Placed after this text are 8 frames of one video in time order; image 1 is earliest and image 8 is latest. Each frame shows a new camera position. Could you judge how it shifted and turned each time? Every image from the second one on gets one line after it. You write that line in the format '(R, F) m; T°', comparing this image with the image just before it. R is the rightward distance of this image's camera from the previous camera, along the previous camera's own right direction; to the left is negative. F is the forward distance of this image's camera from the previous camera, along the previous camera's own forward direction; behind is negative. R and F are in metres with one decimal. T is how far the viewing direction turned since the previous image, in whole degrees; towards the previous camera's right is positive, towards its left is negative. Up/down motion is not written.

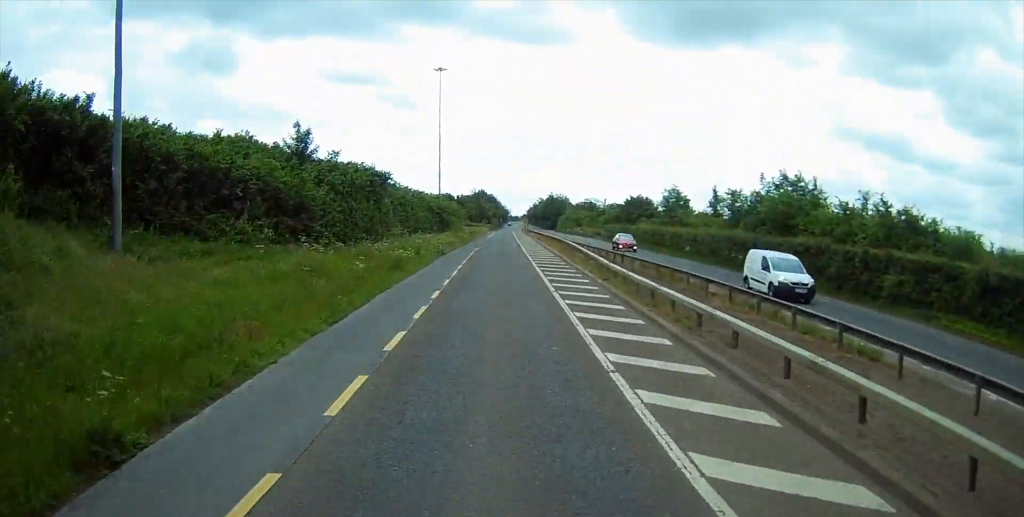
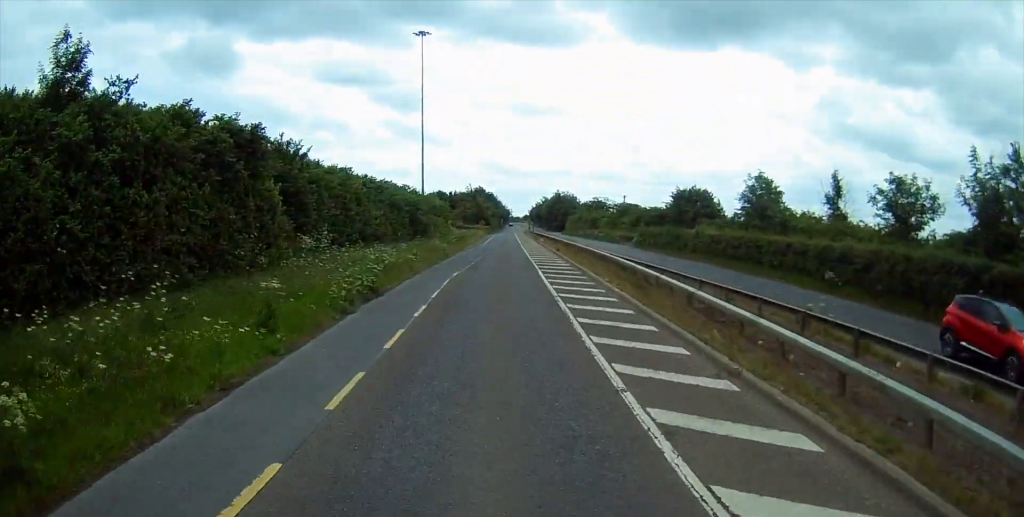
(+0.1, +25.1) m; 0°
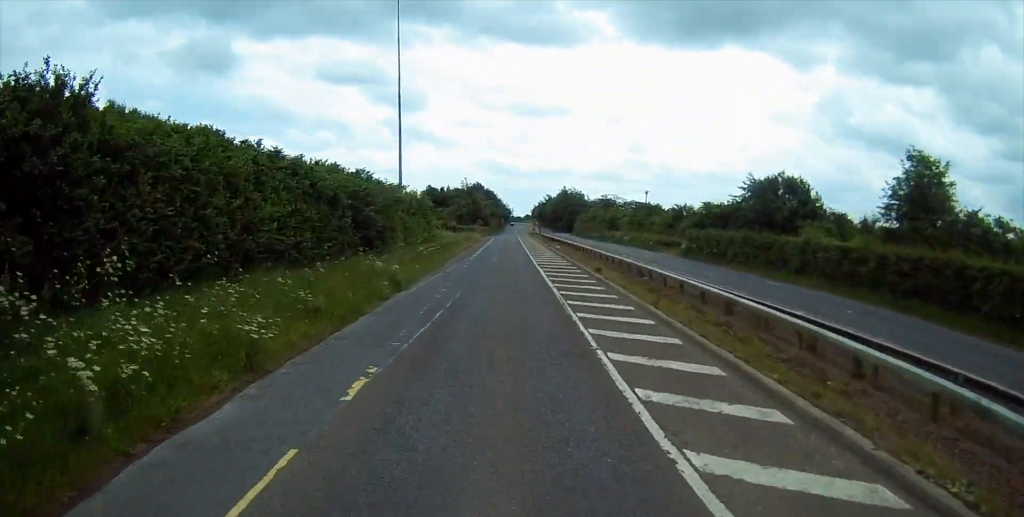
(0.0, +20.5) m; +1°
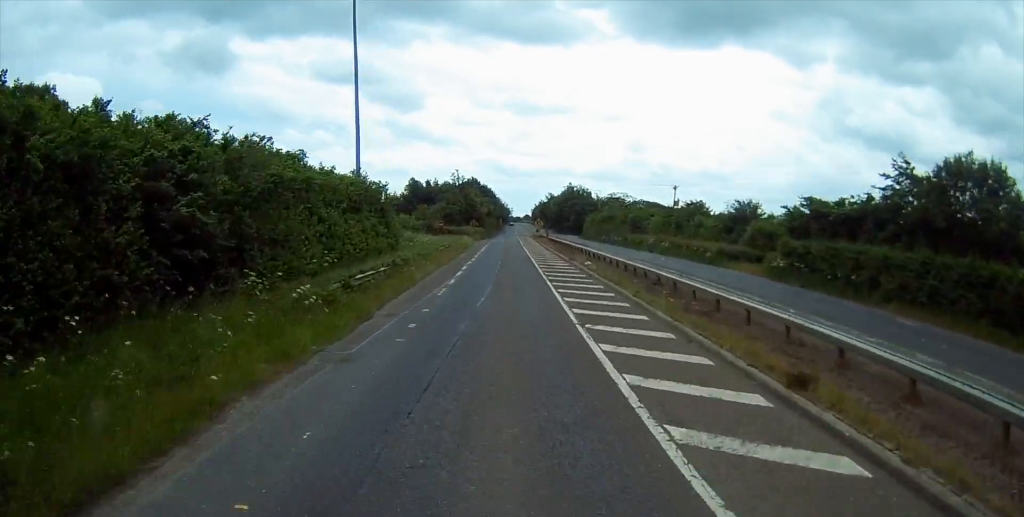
(+0.2, +20.4) m; -1°
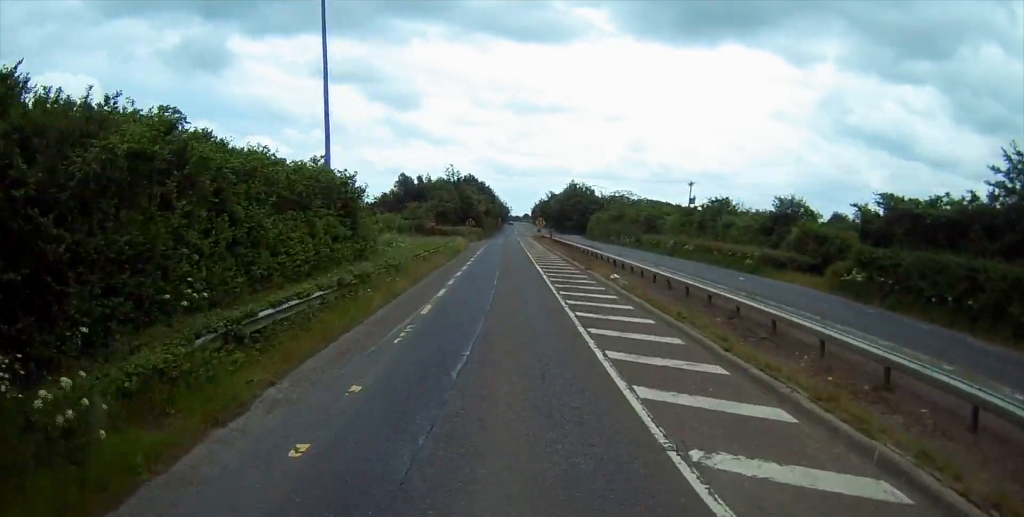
(-0.1, +8.7) m; 0°
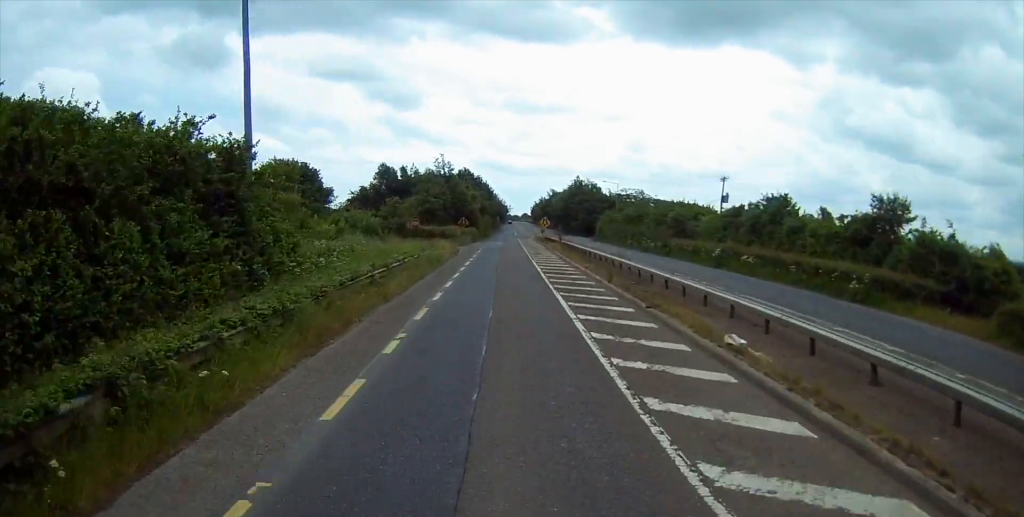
(-0.3, +13.9) m; 0°
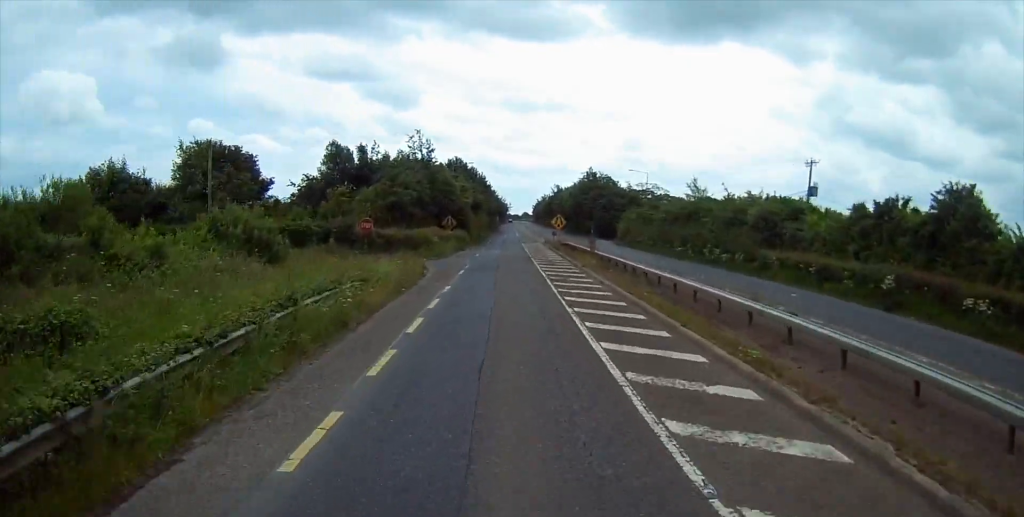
(+0.4, +22.7) m; +1°
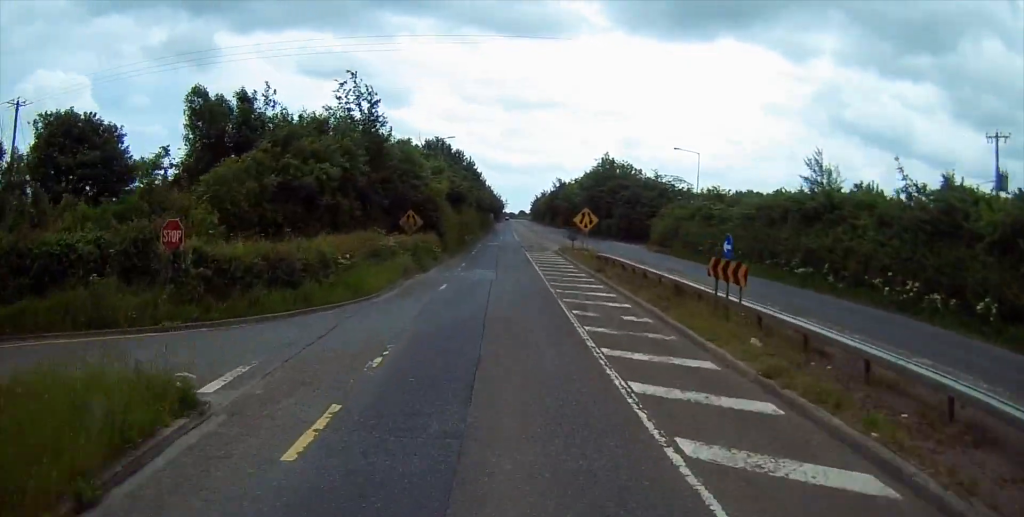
(-0.2, +24.9) m; -1°
